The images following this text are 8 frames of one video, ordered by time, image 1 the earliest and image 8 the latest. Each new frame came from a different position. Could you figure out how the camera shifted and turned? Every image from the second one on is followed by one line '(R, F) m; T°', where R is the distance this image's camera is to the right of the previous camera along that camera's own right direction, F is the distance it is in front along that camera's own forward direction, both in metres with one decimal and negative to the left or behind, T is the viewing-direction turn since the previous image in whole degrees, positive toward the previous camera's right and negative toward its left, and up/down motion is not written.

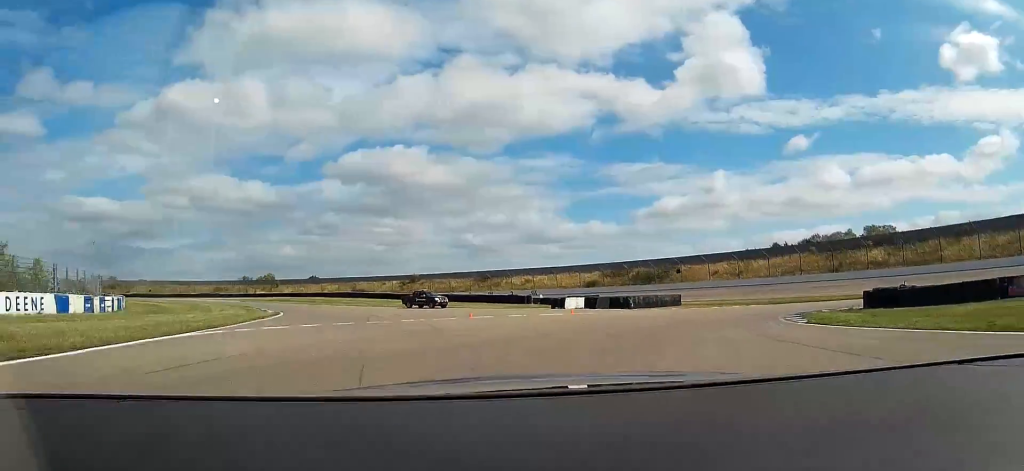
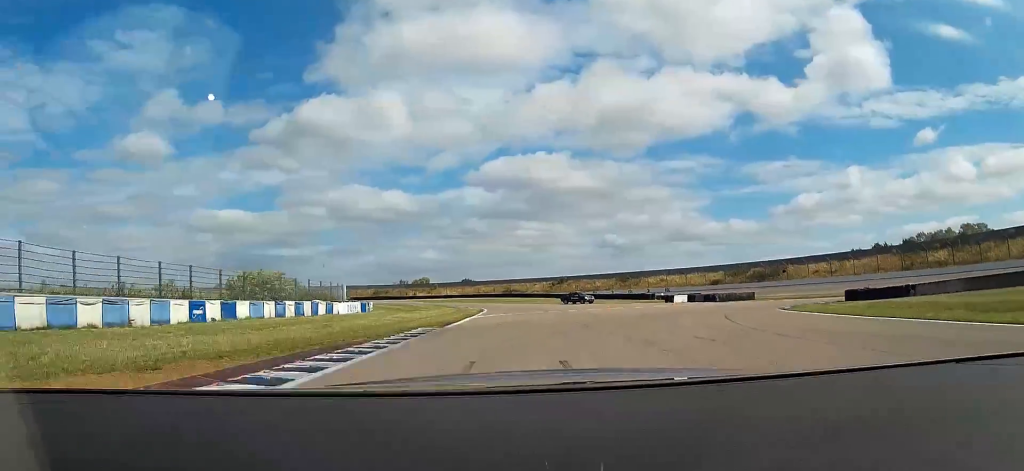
(-2.0, +24.0) m; -9°
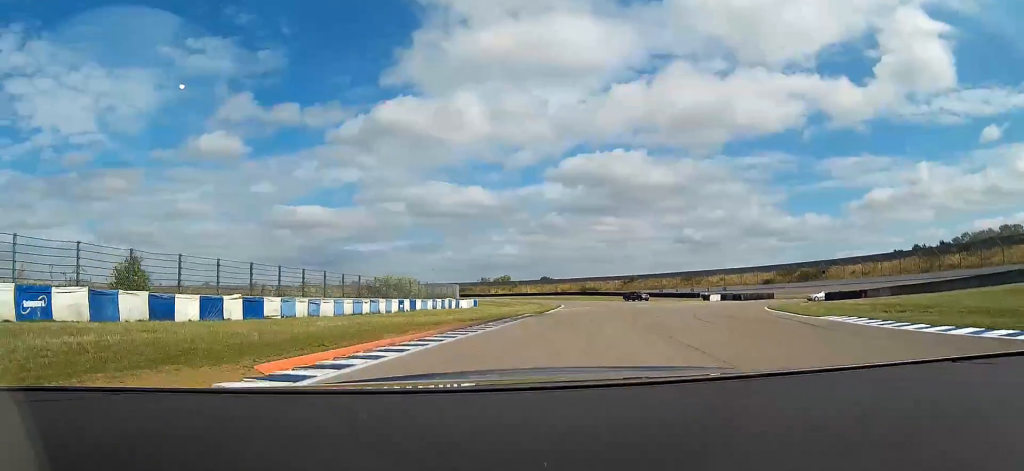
(-1.3, +20.0) m; -5°
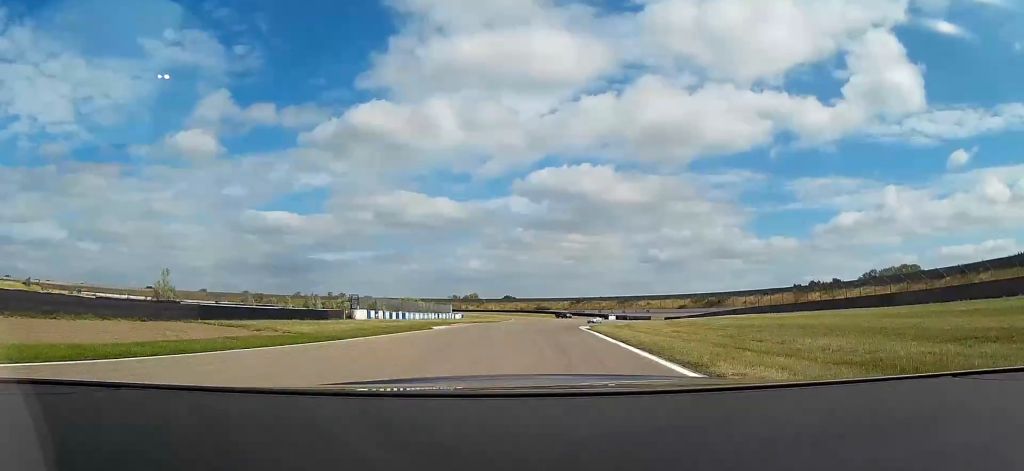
(-1.7, +51.9) m; -1°
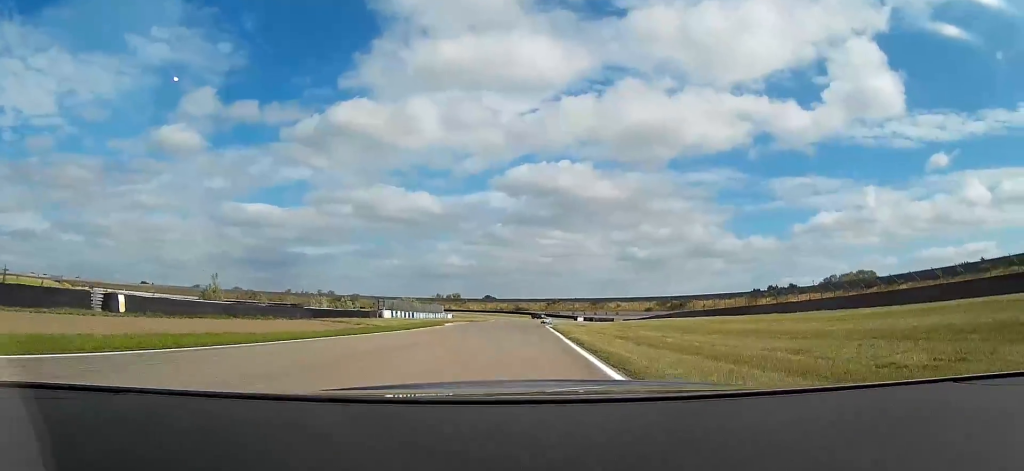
(+0.2, +24.0) m; +1°
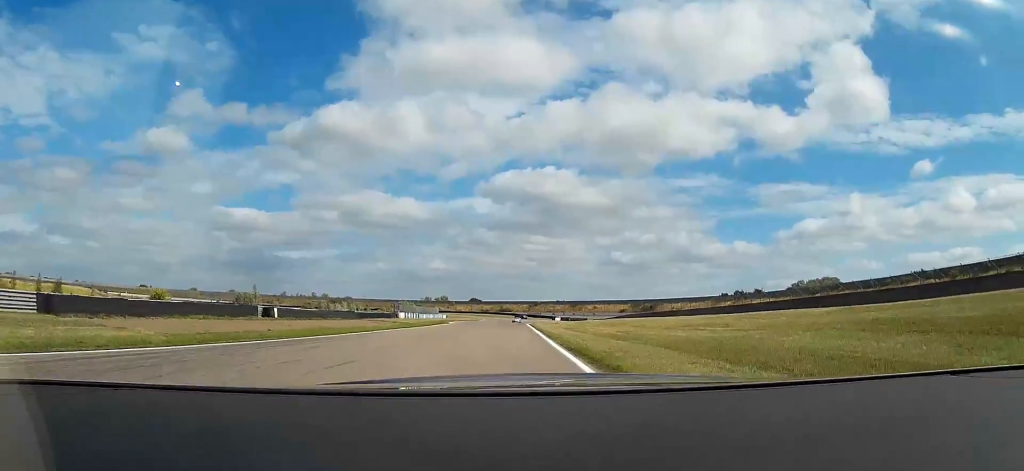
(+0.2, +24.7) m; +3°
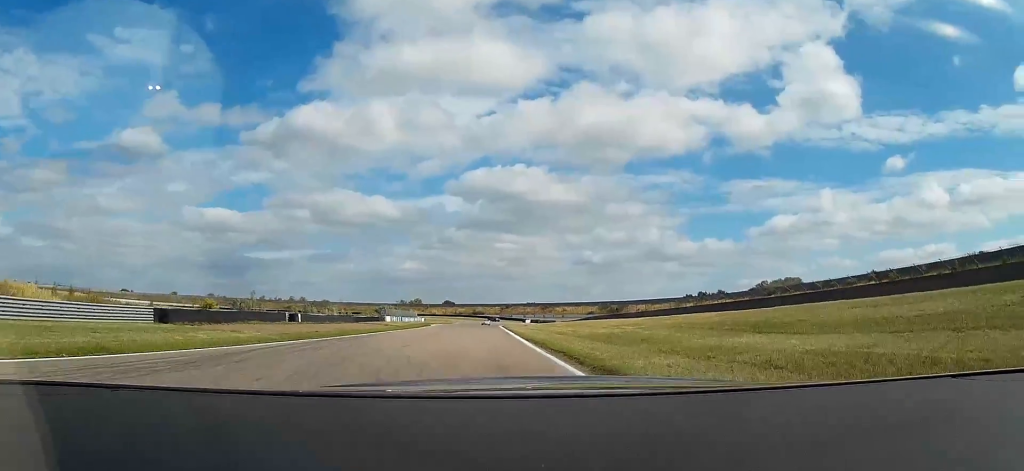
(-0.6, +15.0) m; +4°
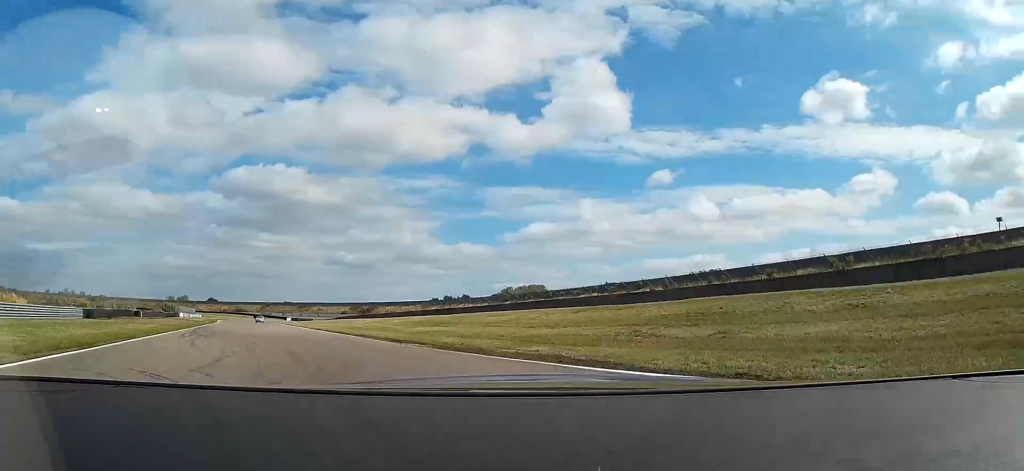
(+5.5, +24.1) m; +27°
